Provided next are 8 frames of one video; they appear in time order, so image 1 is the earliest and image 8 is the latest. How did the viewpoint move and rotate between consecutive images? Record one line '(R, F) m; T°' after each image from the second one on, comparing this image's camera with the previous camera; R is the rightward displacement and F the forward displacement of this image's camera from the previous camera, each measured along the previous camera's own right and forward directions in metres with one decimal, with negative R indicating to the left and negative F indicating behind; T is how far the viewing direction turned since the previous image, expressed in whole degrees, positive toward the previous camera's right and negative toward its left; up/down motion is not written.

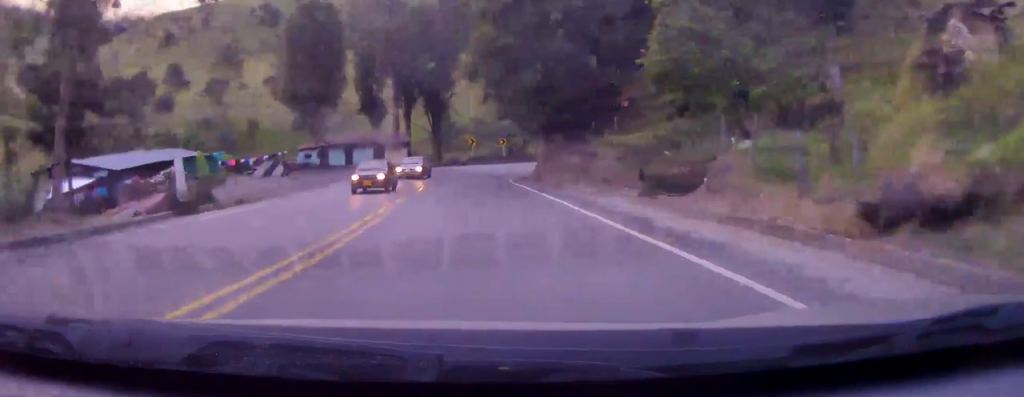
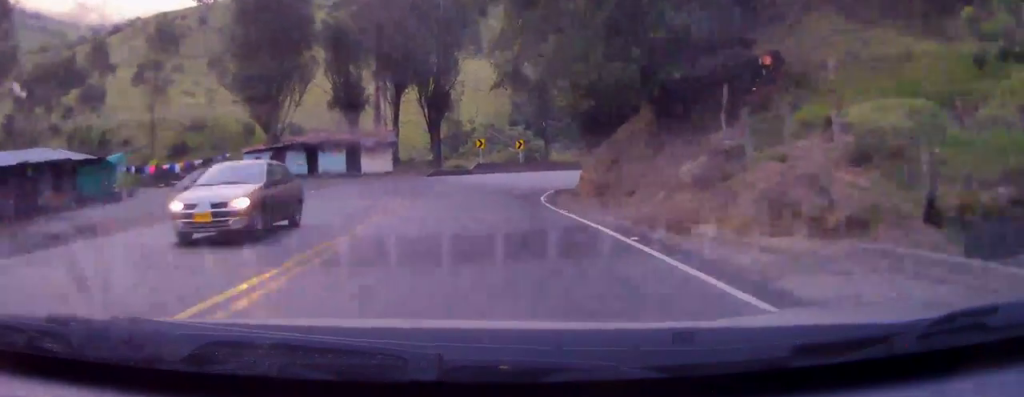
(-0.7, +16.8) m; -1°
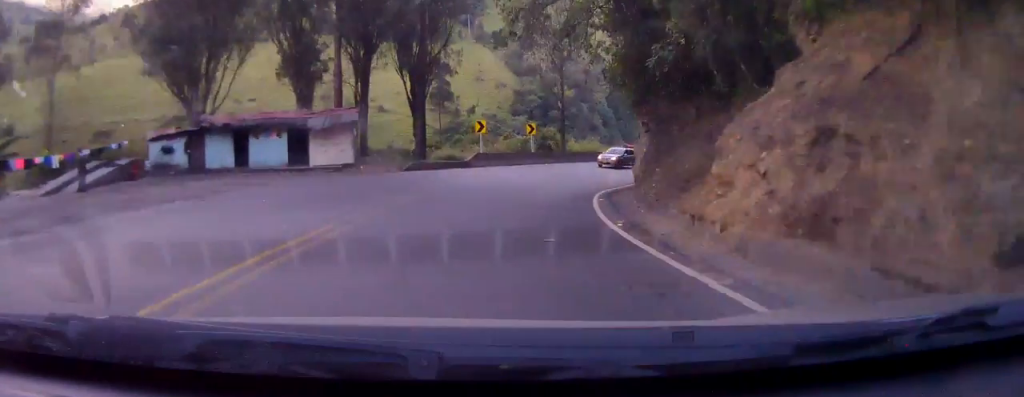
(+0.4, +14.4) m; +3°
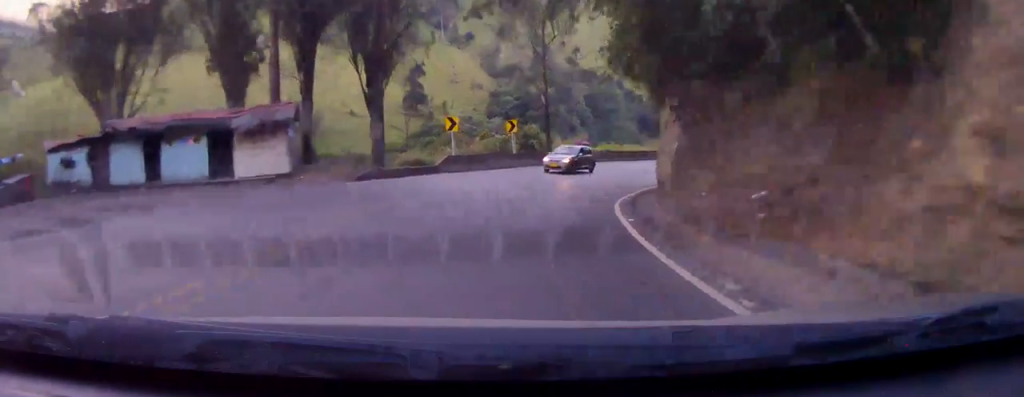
(+0.2, +7.5) m; +2°
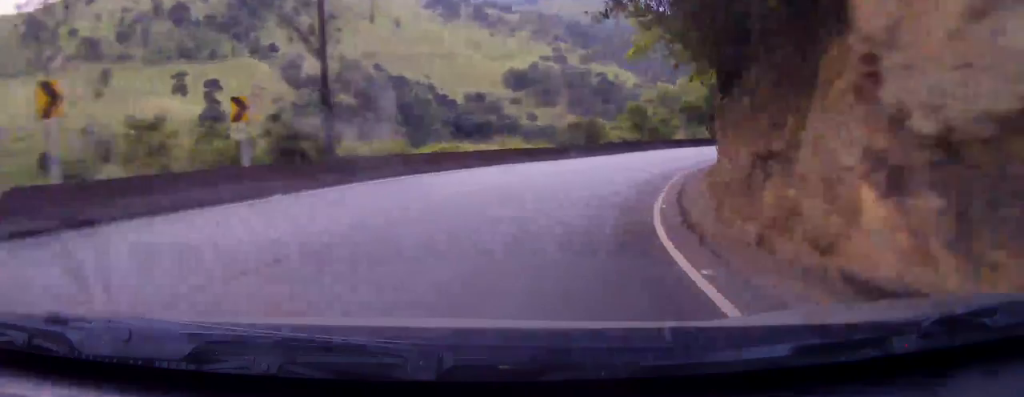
(+1.8, +23.8) m; +11°
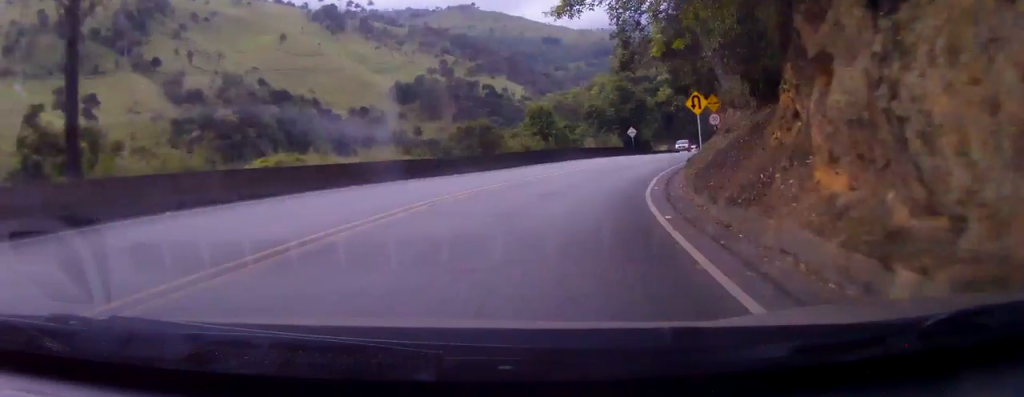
(+0.6, +11.0) m; +9°
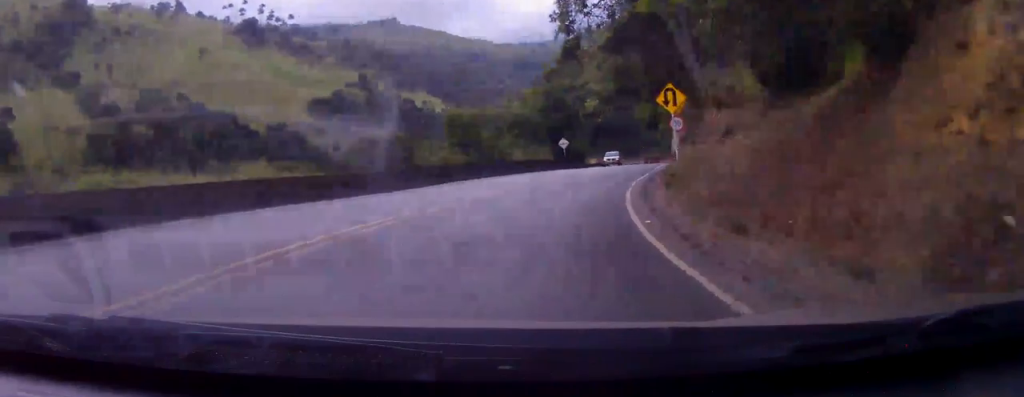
(+0.7, +7.8) m; +6°
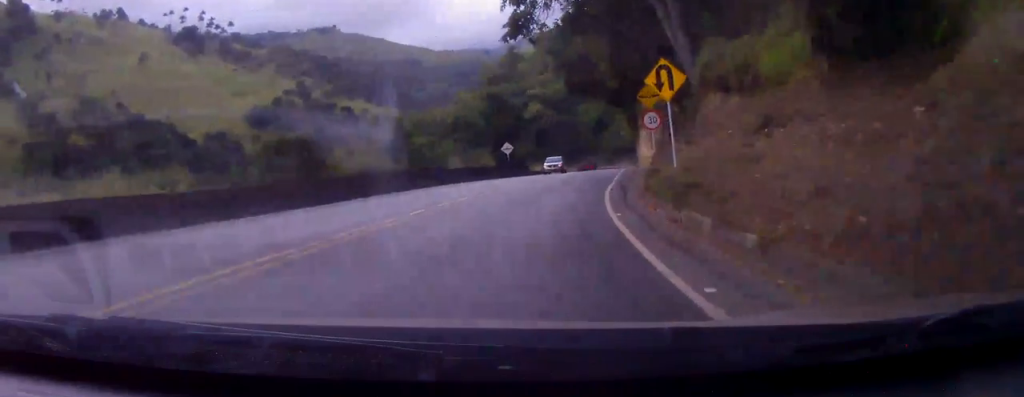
(+0.3, +6.5) m; +5°
